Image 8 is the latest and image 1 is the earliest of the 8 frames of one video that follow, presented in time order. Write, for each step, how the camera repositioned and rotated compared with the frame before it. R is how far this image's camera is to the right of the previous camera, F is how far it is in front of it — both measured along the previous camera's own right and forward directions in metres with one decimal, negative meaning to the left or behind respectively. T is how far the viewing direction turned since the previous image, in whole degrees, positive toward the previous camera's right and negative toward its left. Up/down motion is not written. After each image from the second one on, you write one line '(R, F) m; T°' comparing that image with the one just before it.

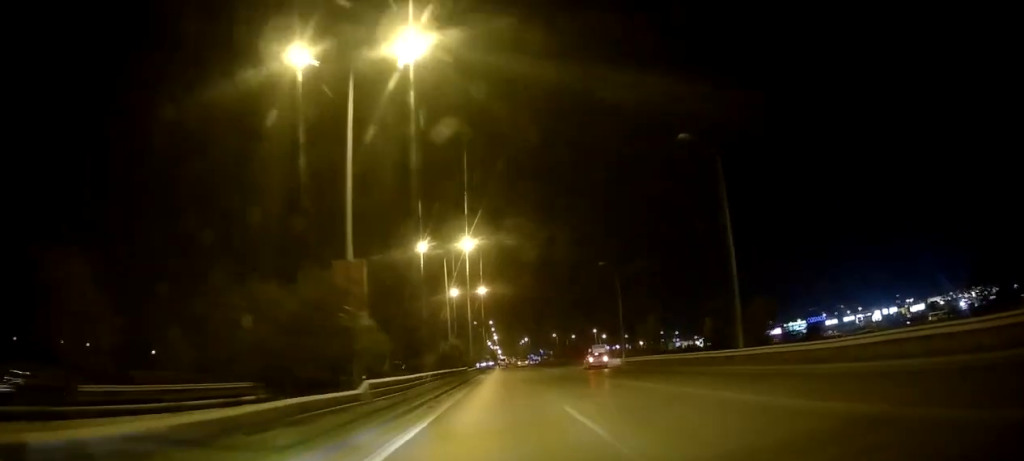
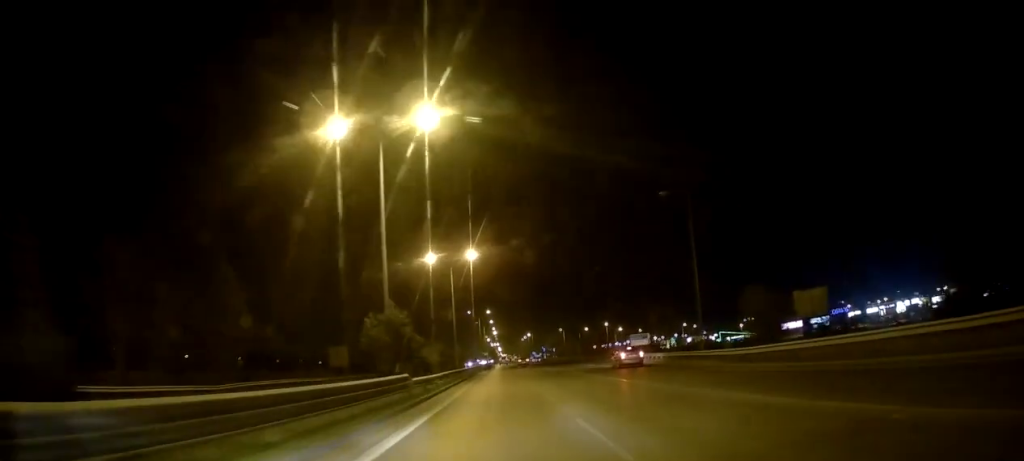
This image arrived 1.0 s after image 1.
(+0.2, +28.6) m; 0°
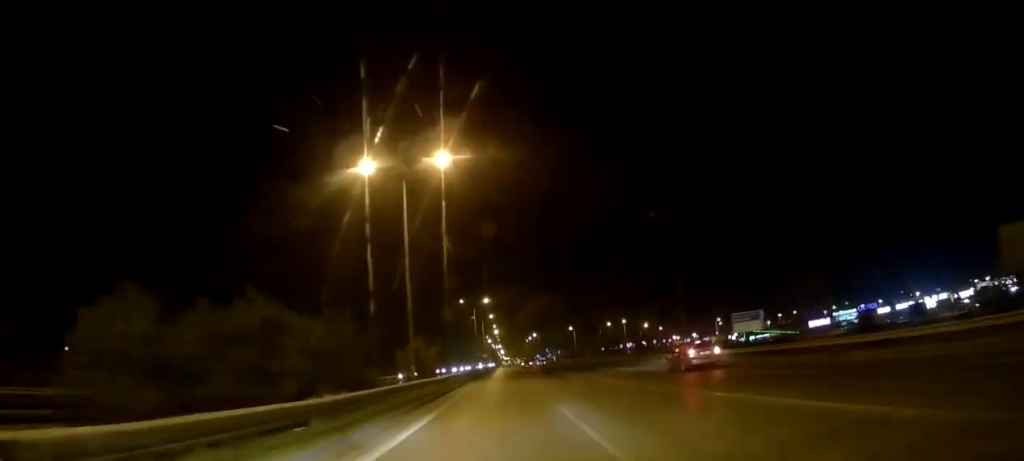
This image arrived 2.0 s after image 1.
(-0.3, +30.0) m; -1°
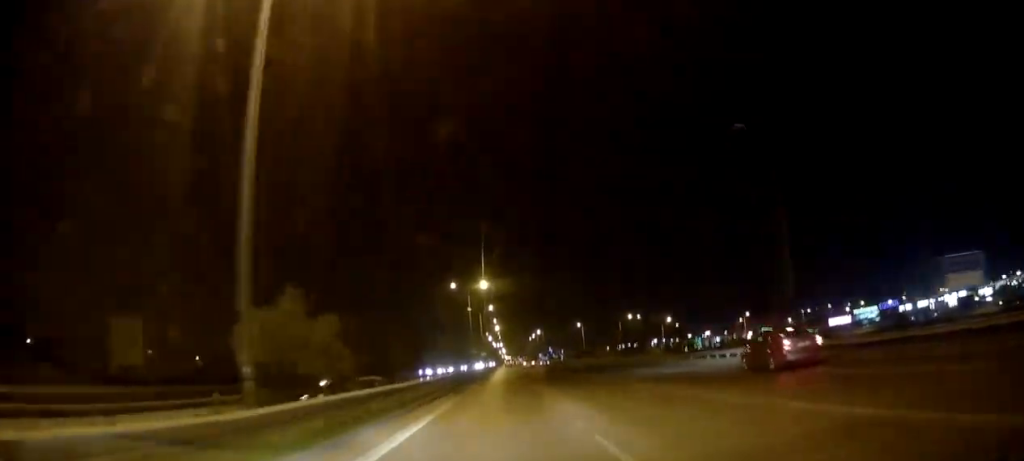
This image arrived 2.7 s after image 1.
(-0.1, +19.9) m; 0°
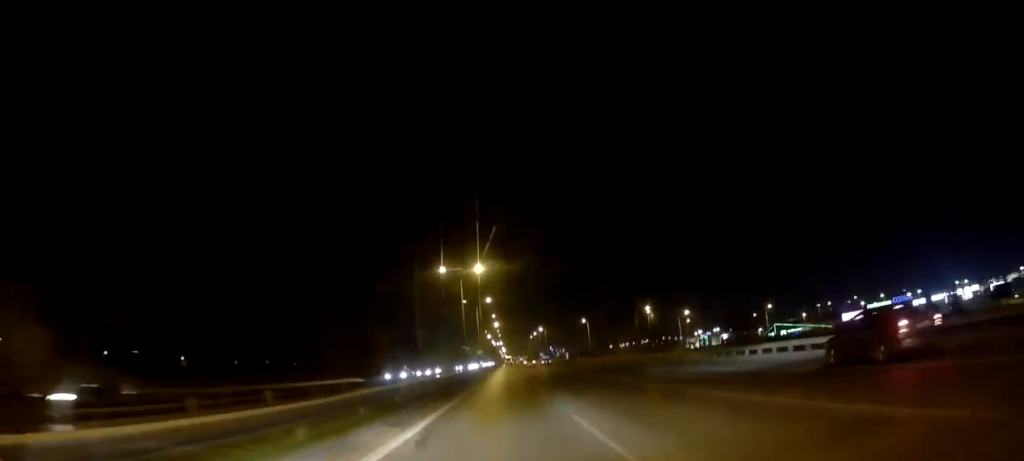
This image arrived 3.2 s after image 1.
(+0.1, +13.2) m; 0°
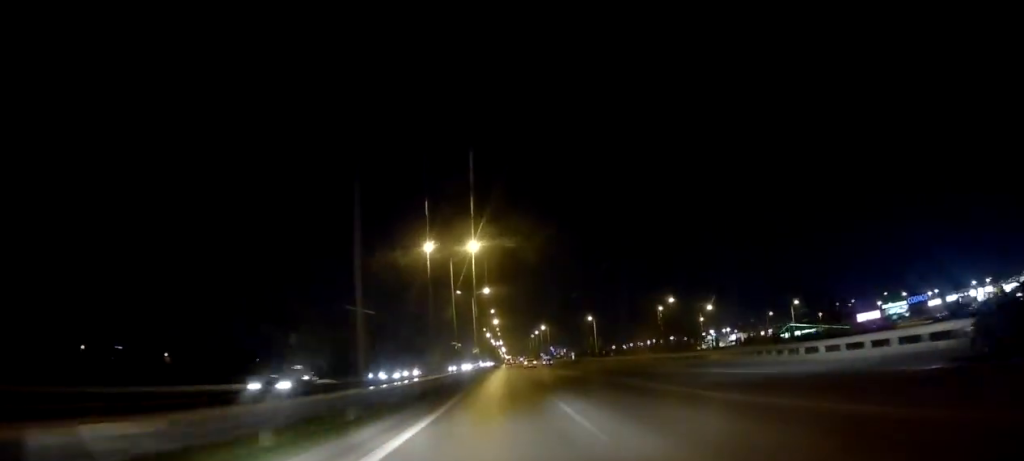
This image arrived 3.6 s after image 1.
(+0.1, +13.2) m; 0°
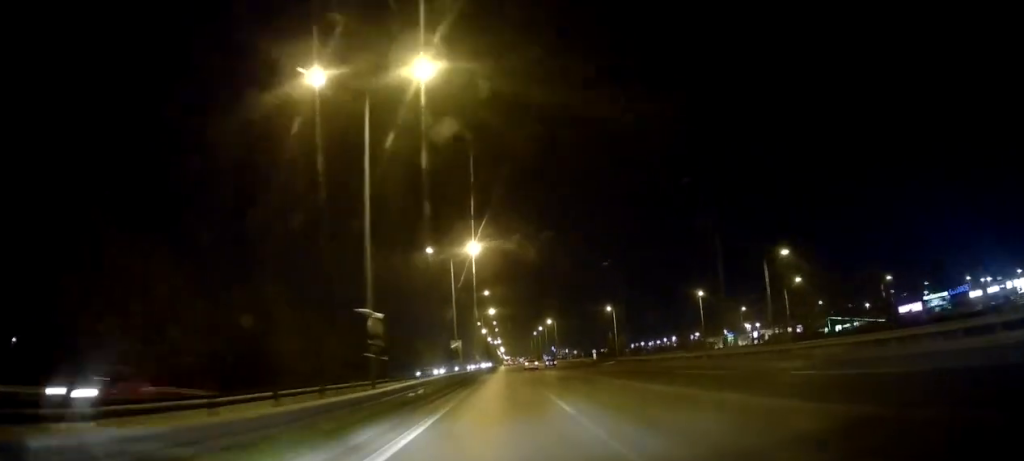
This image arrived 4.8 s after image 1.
(0.0, +34.3) m; 0°
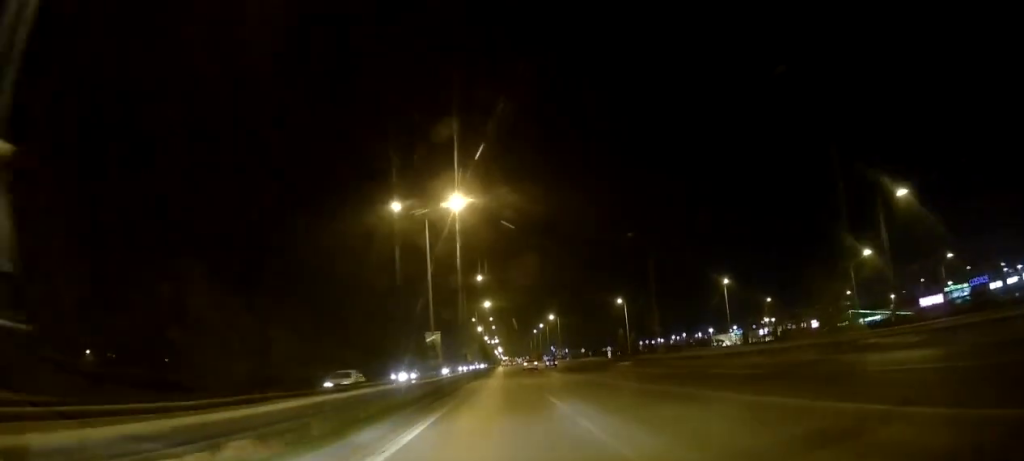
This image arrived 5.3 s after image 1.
(0.0, +16.1) m; 0°
